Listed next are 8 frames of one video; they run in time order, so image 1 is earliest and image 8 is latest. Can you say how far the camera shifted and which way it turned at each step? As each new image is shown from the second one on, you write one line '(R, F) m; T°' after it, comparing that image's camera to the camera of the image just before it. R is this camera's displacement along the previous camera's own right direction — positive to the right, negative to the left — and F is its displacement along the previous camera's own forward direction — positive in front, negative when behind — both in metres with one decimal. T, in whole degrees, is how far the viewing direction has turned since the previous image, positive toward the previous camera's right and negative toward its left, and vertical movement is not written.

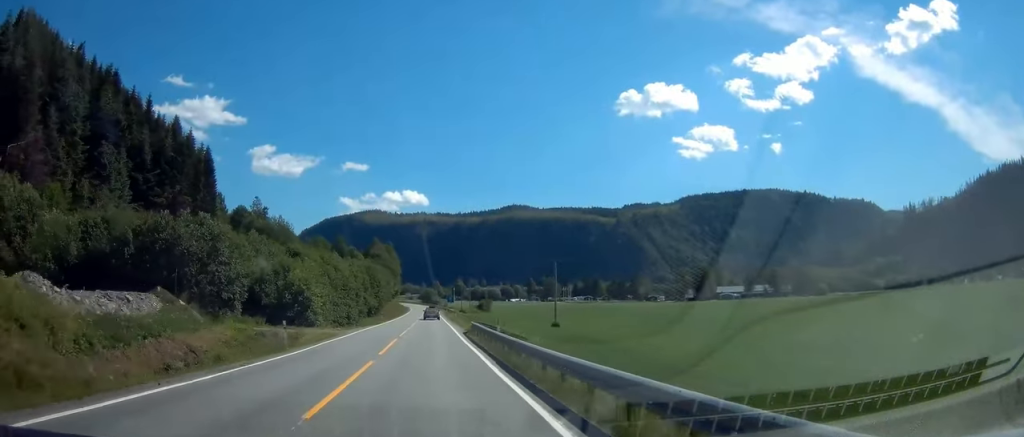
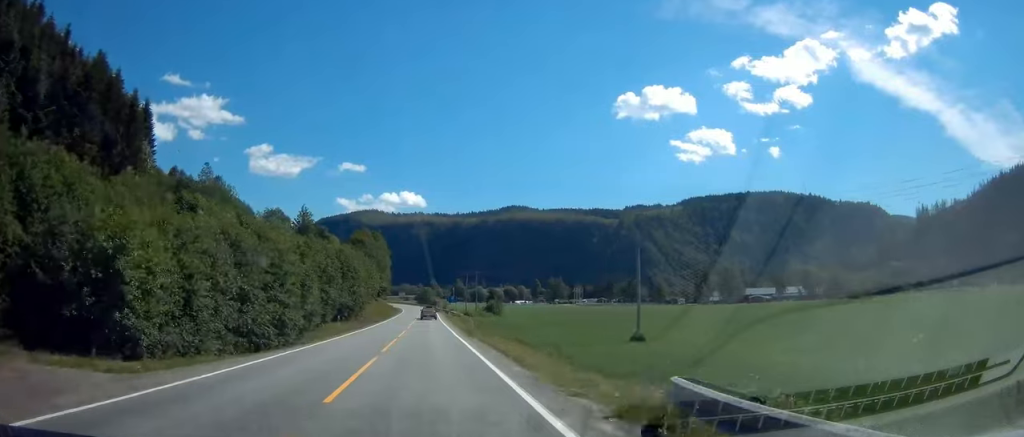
(0.0, +33.2) m; 0°
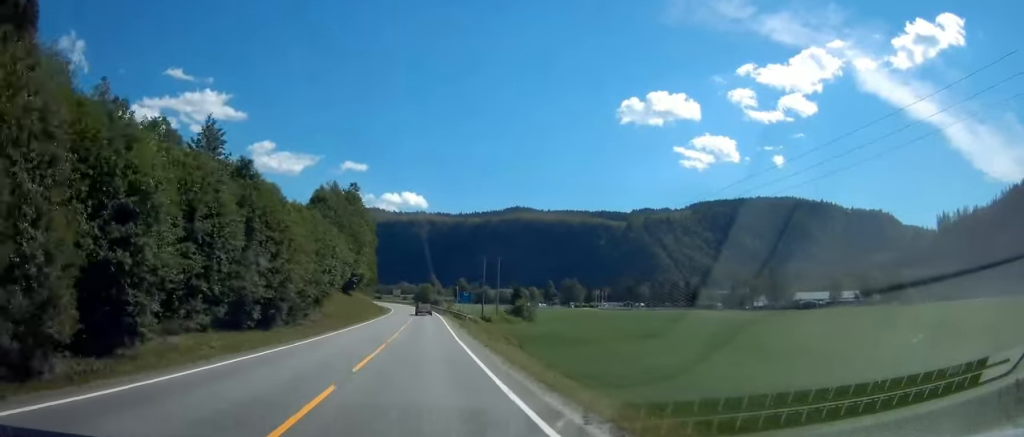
(+0.3, +41.5) m; +1°
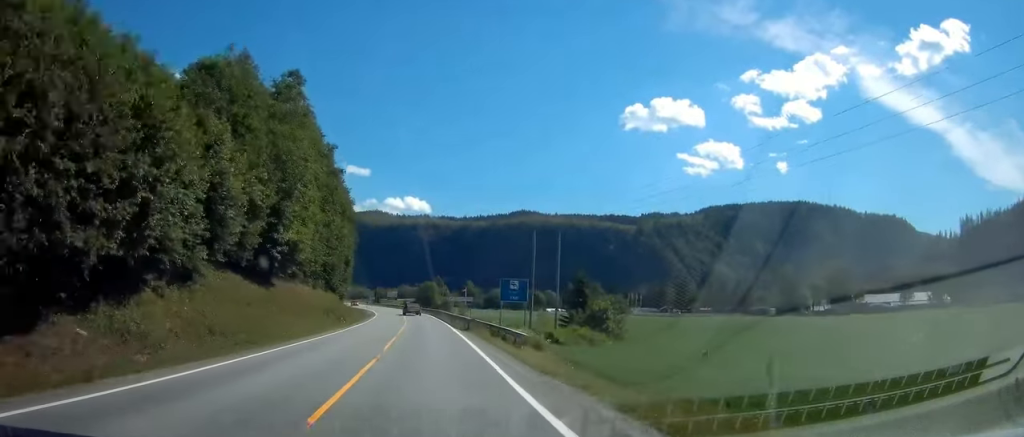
(+0.3, +41.5) m; 0°
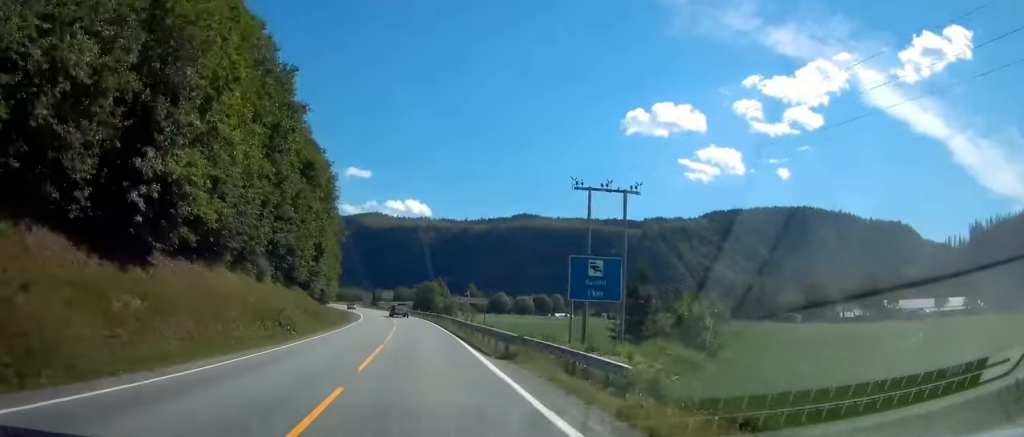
(+0.2, +18.1) m; 0°
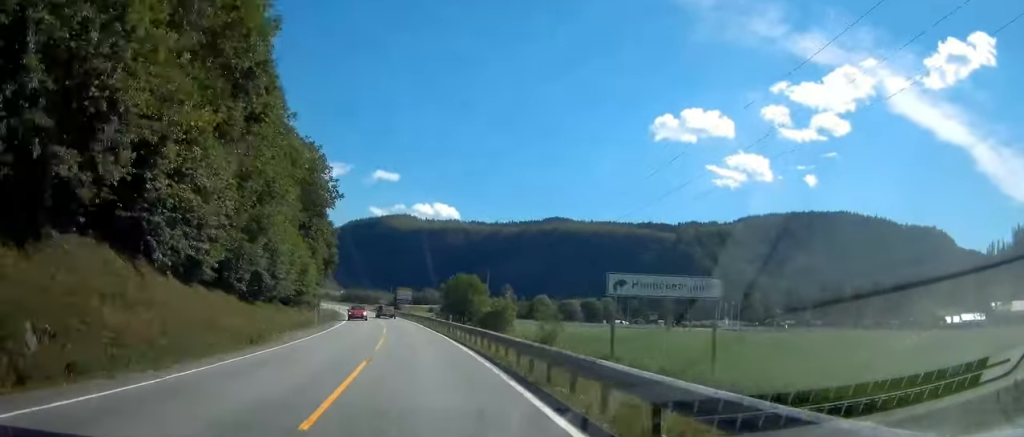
(-0.7, +42.6) m; -3°
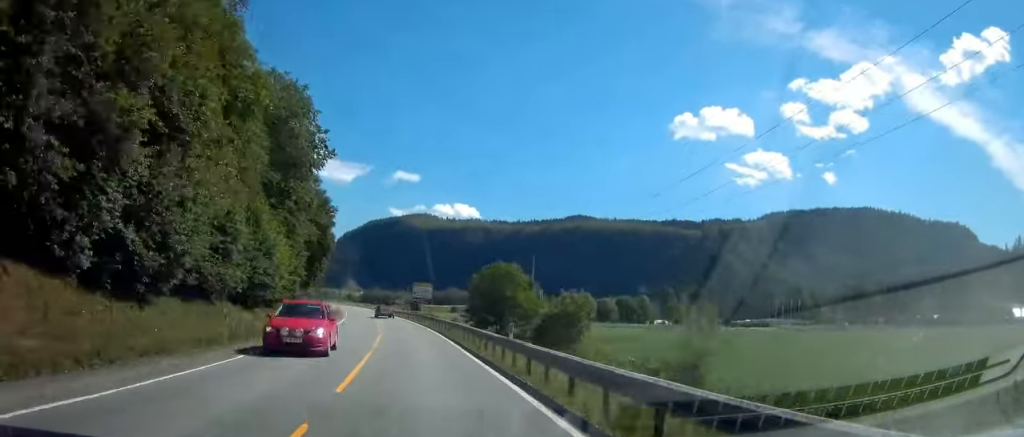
(-0.7, +22.7) m; -2°
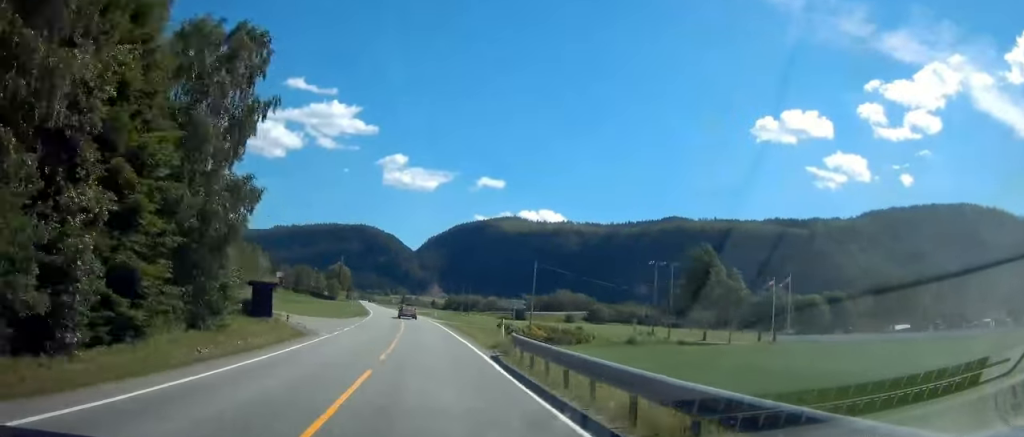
(-5.4, +90.7) m; -7°
